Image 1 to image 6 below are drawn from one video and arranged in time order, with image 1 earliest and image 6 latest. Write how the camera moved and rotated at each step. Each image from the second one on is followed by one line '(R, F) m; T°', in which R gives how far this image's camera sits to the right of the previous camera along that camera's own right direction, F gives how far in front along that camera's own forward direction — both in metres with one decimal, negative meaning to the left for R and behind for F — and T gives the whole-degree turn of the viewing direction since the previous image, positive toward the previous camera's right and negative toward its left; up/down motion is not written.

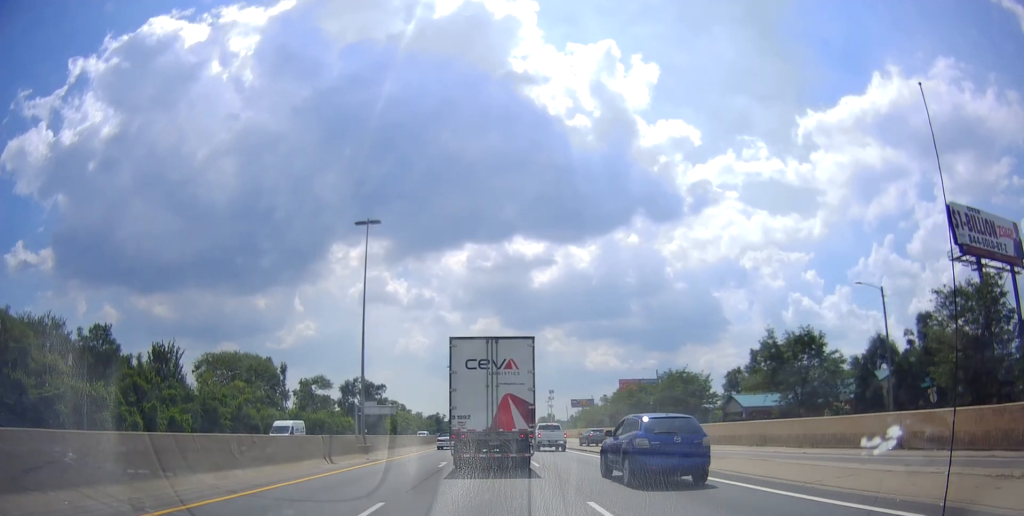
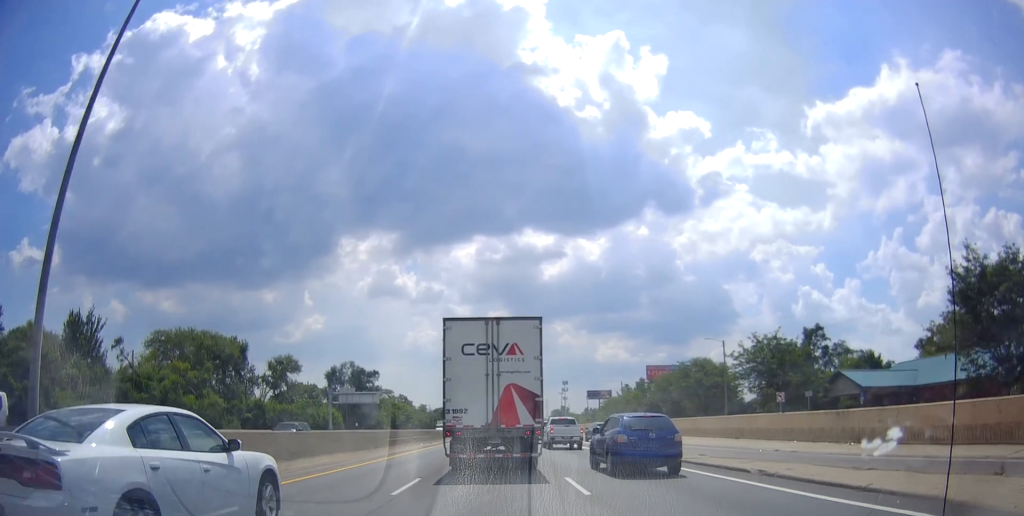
(+1.6, +25.6) m; +4°
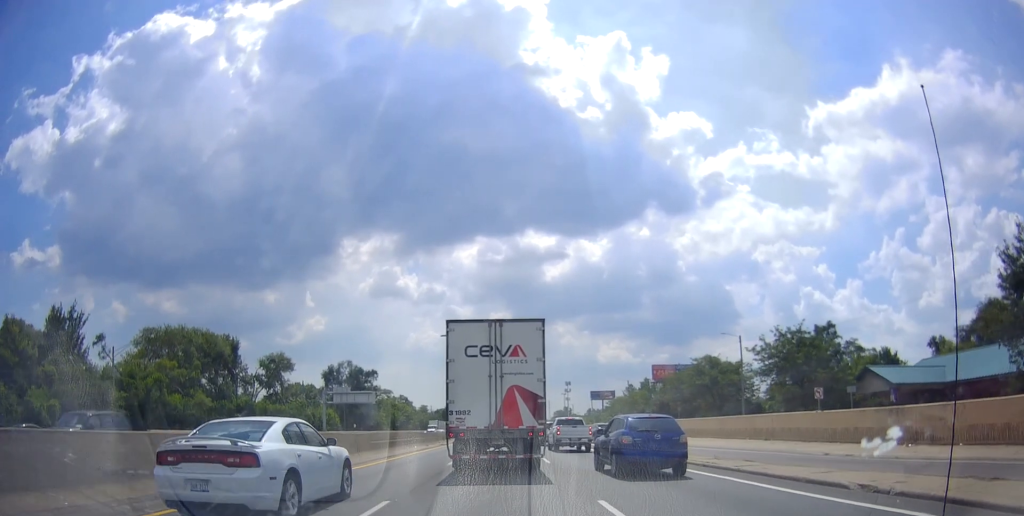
(+0.2, +5.3) m; +2°
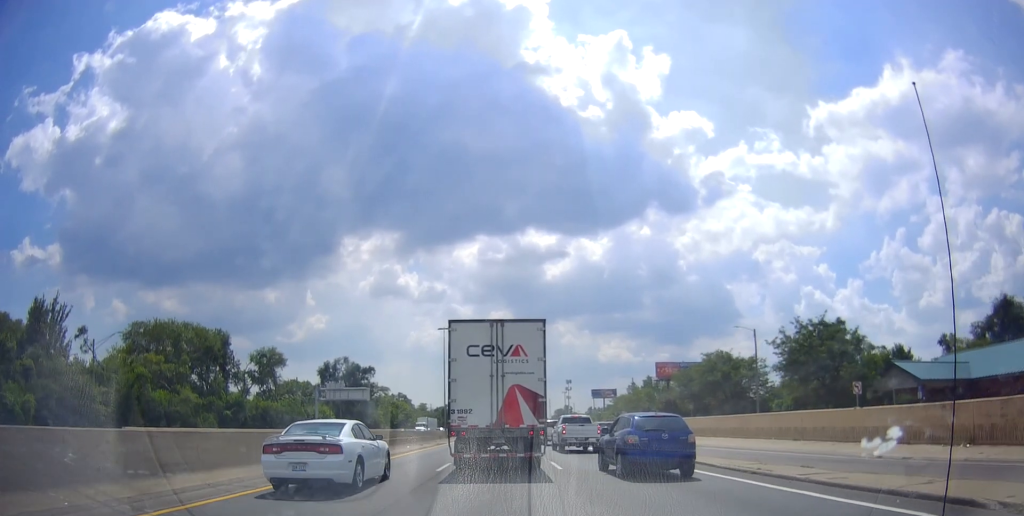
(+0.1, +4.5) m; +1°
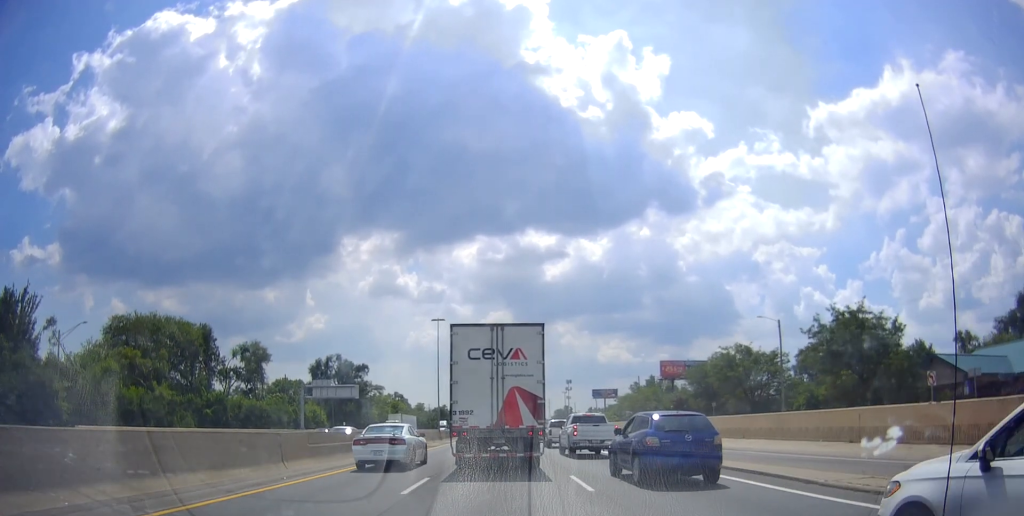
(0.0, +6.6) m; 0°
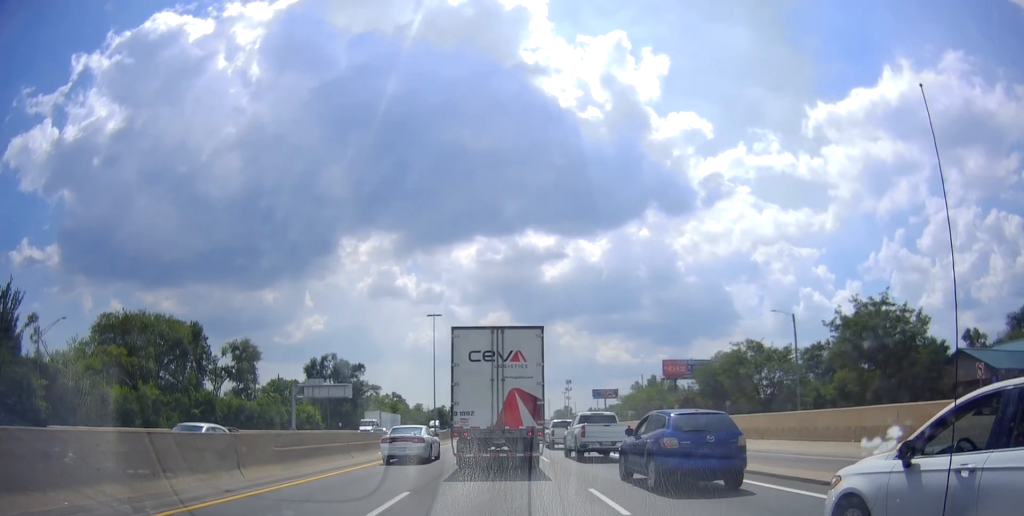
(0.0, +3.4) m; 0°
